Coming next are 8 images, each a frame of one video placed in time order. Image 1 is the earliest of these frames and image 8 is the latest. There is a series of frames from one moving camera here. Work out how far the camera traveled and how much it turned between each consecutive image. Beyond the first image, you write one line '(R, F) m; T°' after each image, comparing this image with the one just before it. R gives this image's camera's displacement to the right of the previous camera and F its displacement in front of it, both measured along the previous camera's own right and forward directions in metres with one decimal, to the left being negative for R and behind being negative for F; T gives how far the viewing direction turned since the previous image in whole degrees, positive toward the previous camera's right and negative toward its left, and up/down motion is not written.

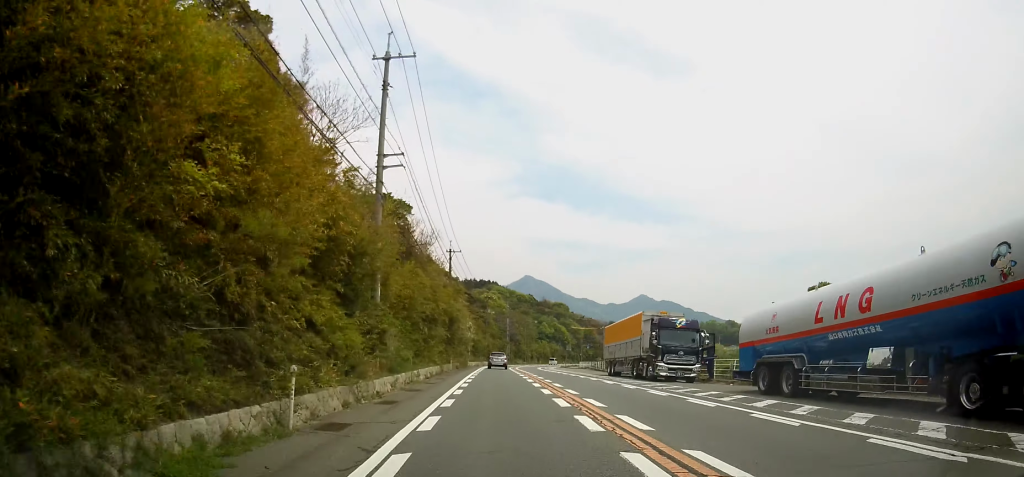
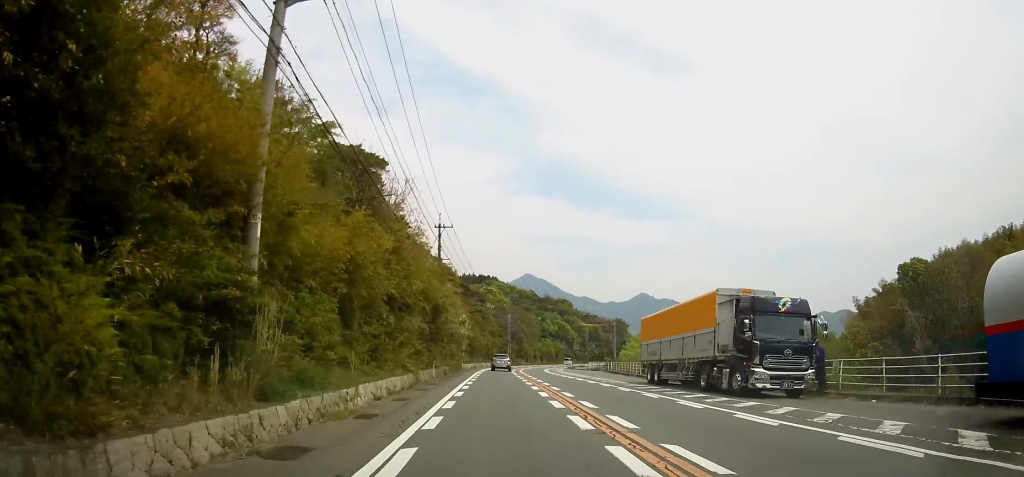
(0.0, +11.4) m; 0°
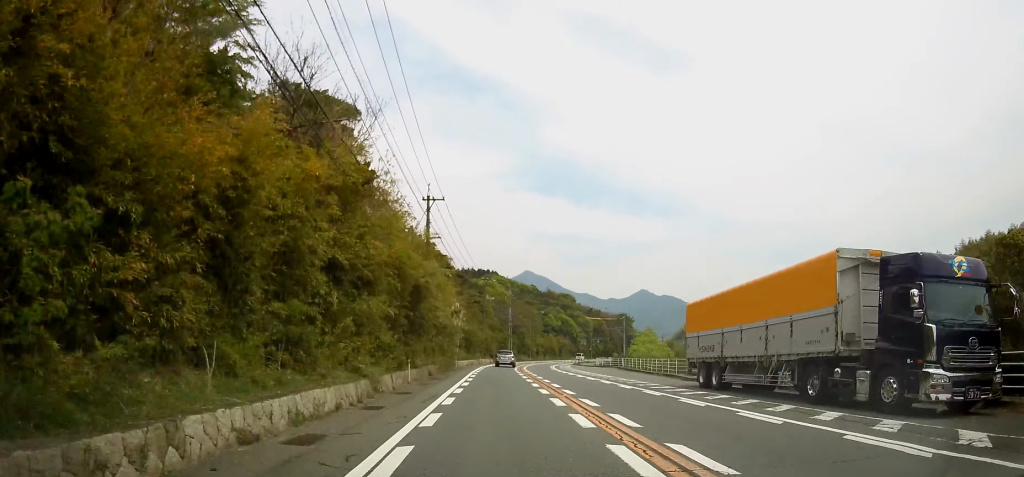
(0.0, +8.3) m; 0°
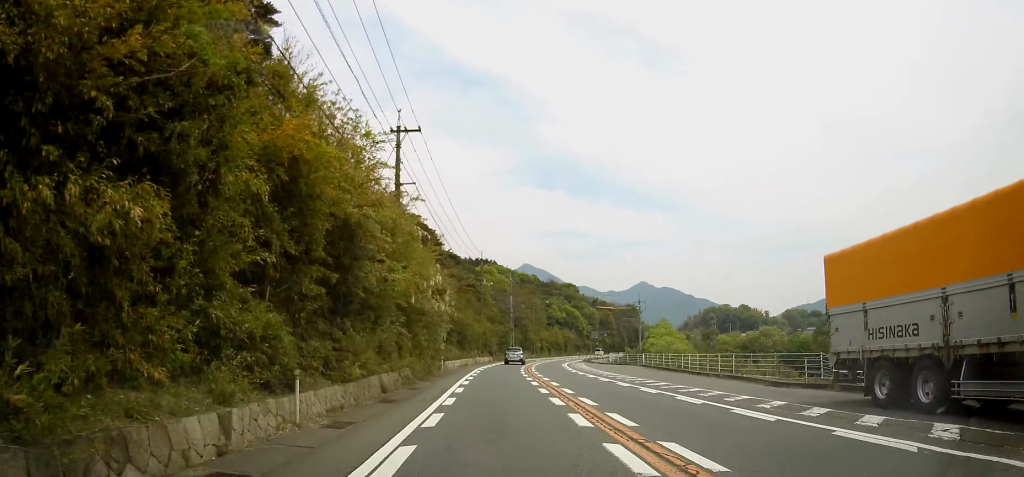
(0.0, +11.9) m; +1°
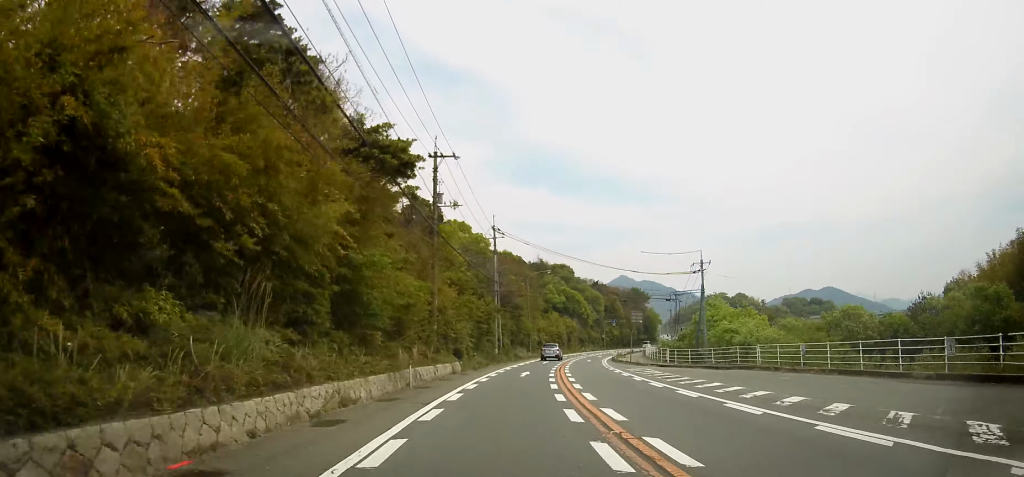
(+0.3, +36.4) m; +1°
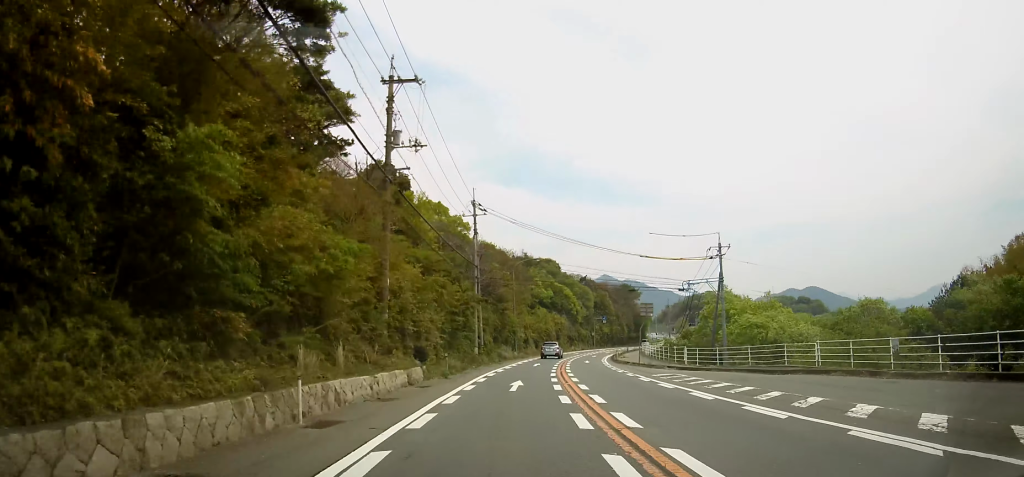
(0.0, +9.3) m; +1°
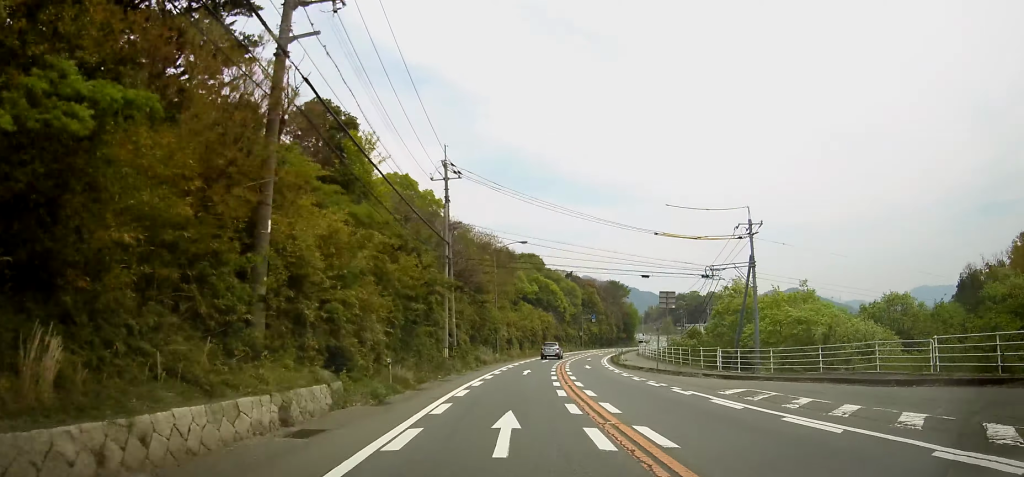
(+0.1, +9.9) m; +1°
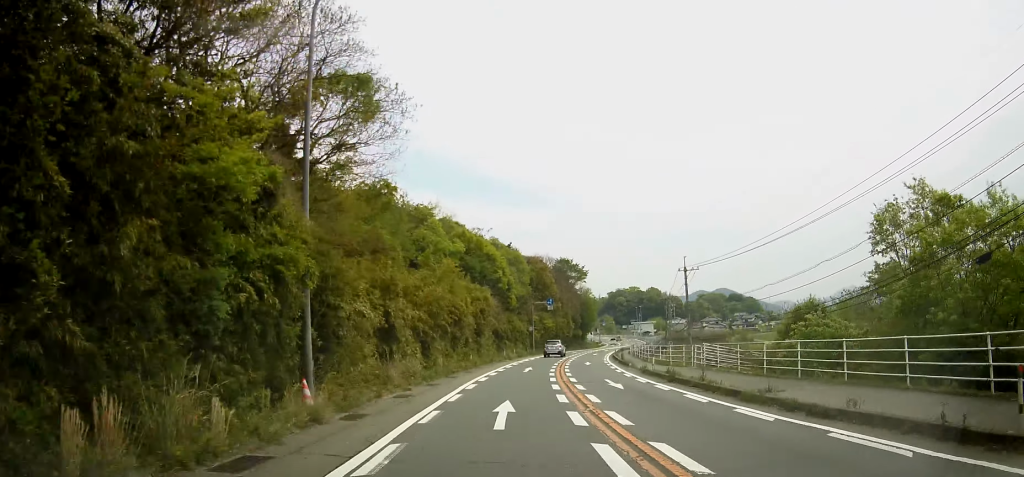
(+2.2, +37.7) m; +7°
